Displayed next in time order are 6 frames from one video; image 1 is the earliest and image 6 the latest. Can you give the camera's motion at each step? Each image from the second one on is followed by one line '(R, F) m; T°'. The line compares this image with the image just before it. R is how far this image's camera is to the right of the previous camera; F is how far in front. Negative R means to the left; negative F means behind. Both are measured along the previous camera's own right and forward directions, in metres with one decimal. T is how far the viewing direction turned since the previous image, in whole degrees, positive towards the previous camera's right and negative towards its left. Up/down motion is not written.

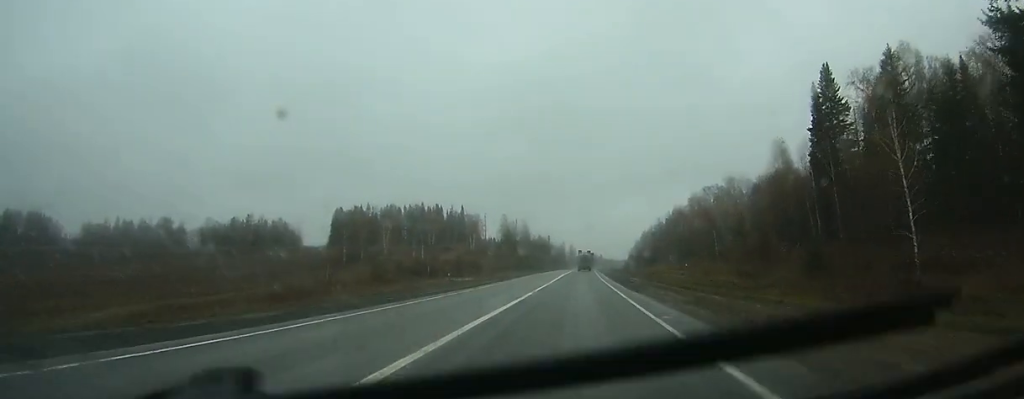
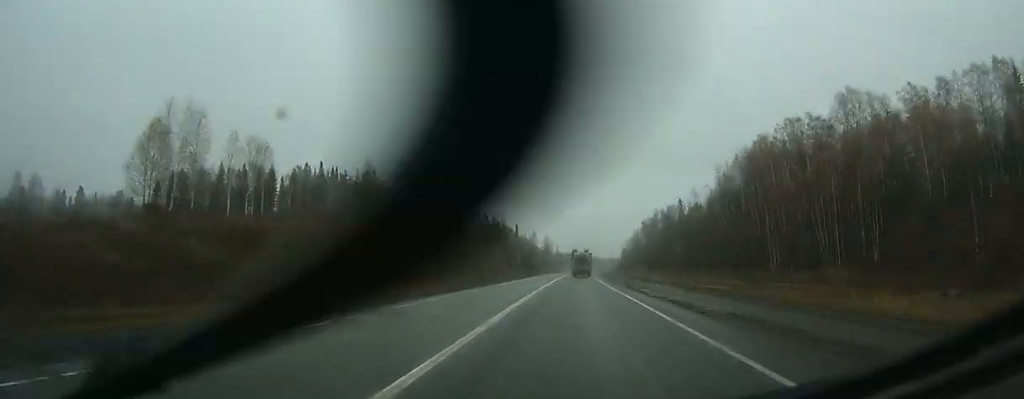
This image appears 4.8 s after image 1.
(+1.0, +120.3) m; +1°
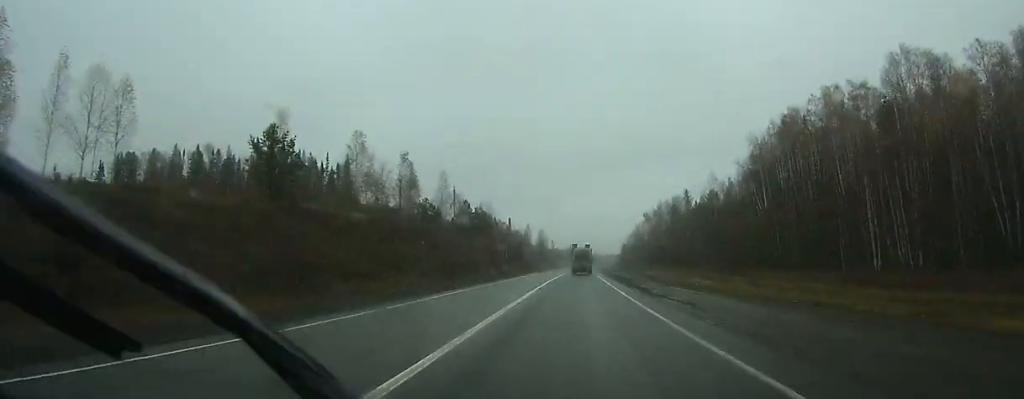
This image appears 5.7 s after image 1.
(0.0, +23.7) m; 0°
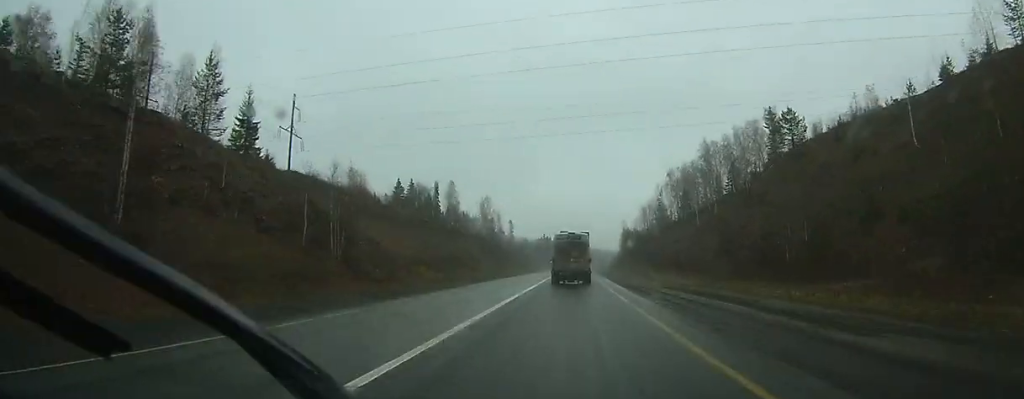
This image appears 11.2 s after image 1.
(+2.4, +135.2) m; +2°
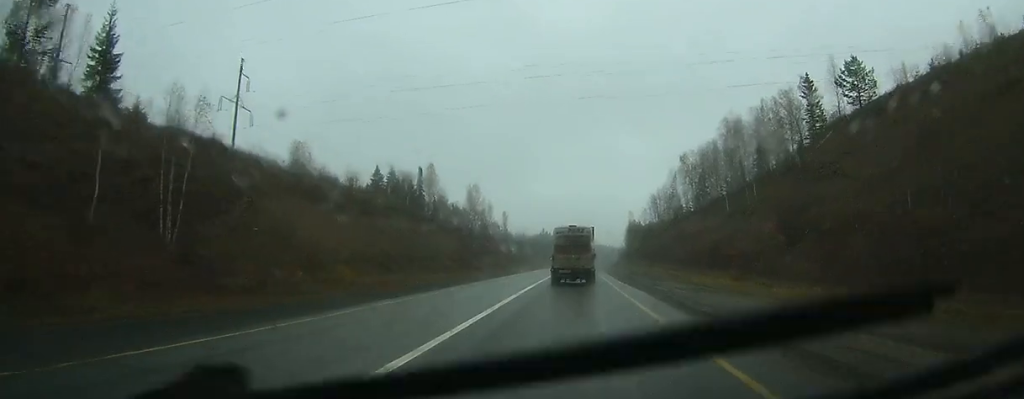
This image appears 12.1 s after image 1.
(+0.1, +21.7) m; 0°
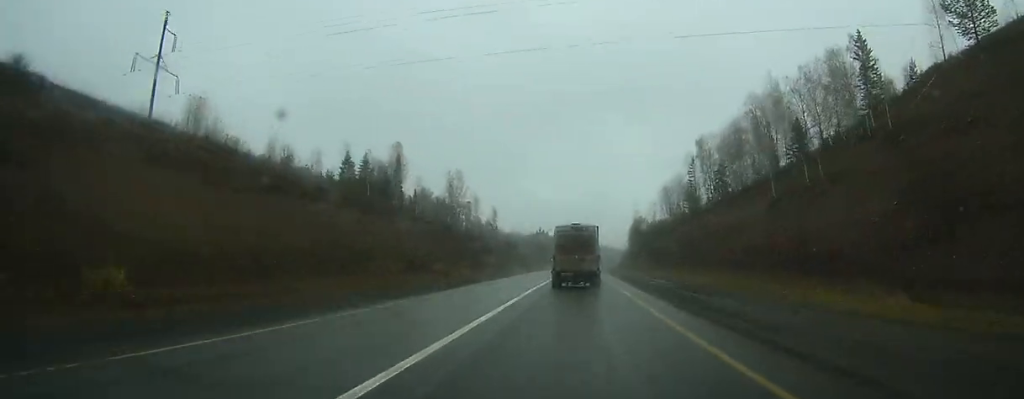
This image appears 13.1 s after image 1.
(+0.1, +22.3) m; 0°
